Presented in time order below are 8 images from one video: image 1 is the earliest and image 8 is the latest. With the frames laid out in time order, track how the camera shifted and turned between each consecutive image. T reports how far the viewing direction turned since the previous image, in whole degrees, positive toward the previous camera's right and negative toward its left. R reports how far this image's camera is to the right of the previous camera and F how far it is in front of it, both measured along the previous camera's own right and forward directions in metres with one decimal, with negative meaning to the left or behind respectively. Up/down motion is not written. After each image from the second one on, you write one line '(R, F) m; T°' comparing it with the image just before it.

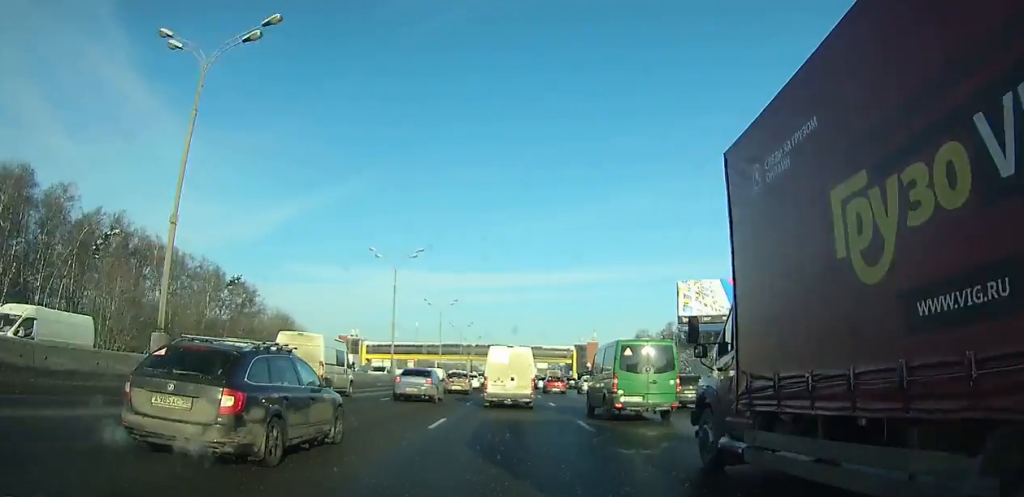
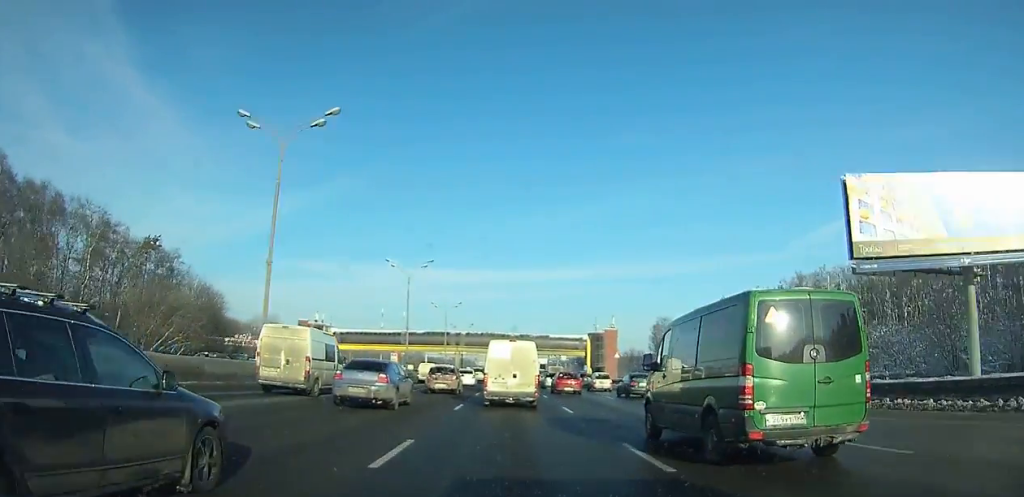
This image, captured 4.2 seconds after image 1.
(0.0, +17.3) m; 0°
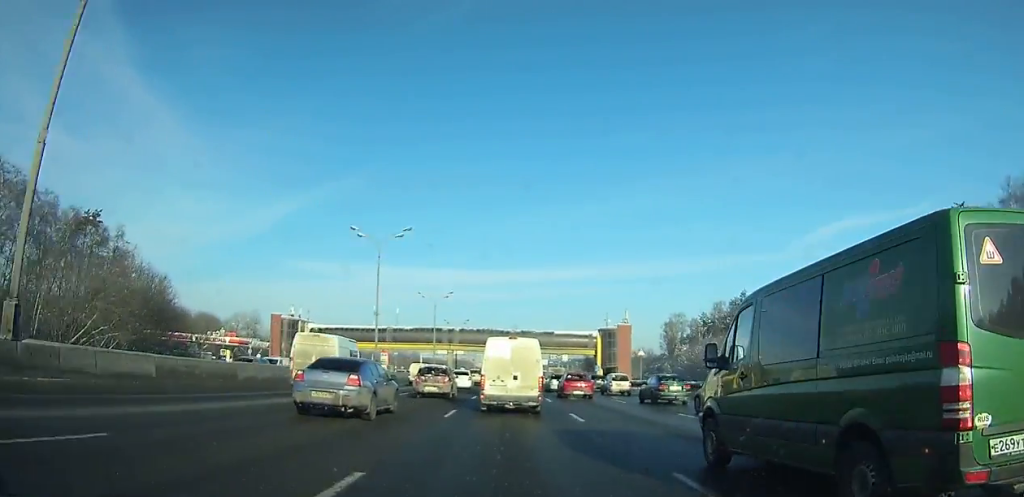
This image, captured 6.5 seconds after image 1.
(0.0, +9.2) m; 0°
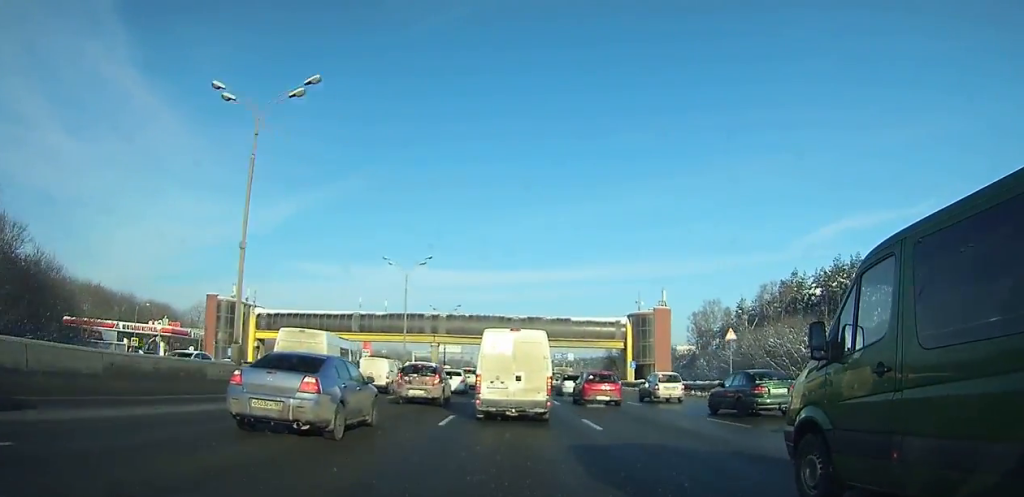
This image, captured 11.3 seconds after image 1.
(0.0, +18.7) m; 0°
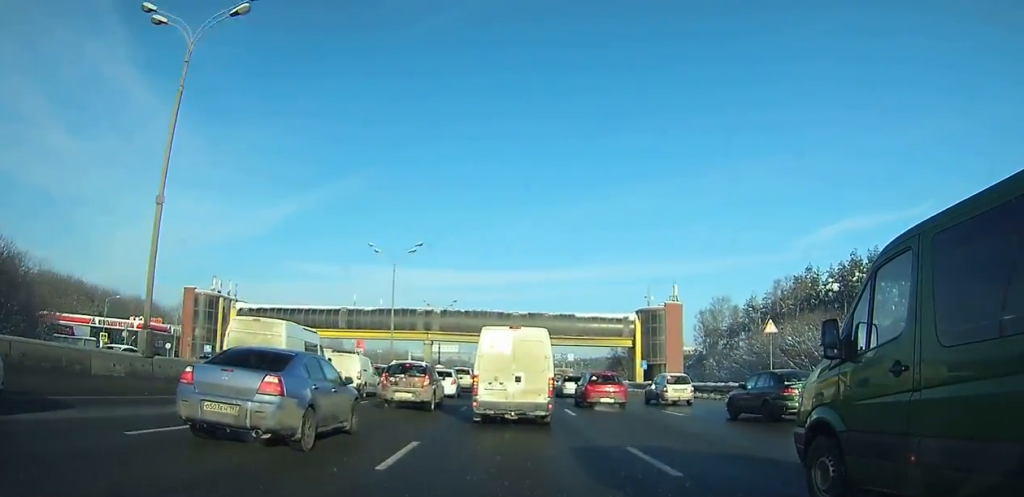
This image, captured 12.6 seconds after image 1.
(0.0, +5.0) m; 0°
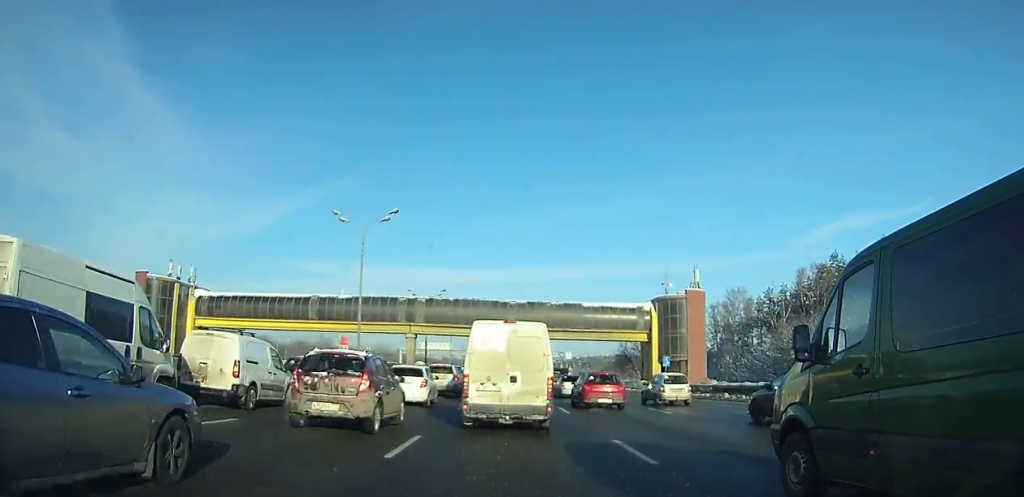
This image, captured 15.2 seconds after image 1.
(0.0, +9.9) m; 0°
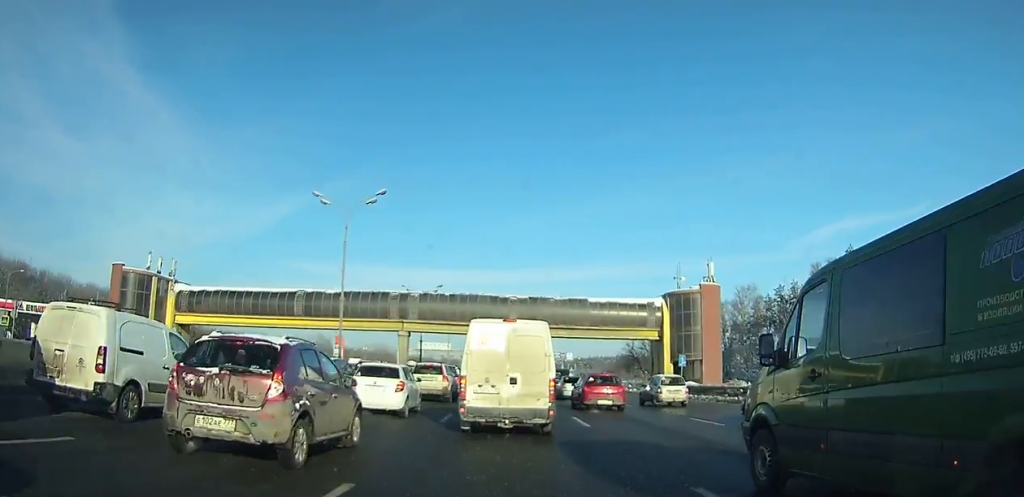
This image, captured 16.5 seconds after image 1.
(0.0, +4.9) m; 0°
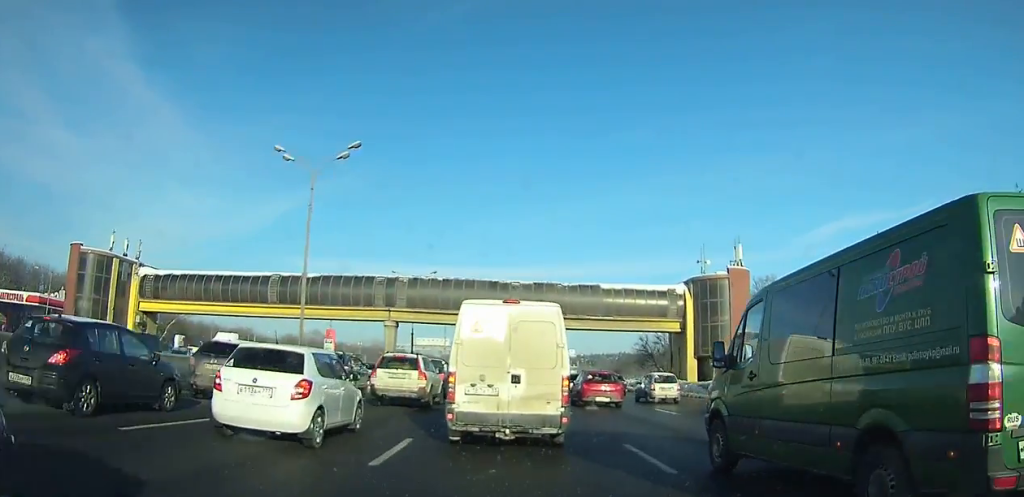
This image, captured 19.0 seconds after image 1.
(0.0, +9.4) m; 0°
